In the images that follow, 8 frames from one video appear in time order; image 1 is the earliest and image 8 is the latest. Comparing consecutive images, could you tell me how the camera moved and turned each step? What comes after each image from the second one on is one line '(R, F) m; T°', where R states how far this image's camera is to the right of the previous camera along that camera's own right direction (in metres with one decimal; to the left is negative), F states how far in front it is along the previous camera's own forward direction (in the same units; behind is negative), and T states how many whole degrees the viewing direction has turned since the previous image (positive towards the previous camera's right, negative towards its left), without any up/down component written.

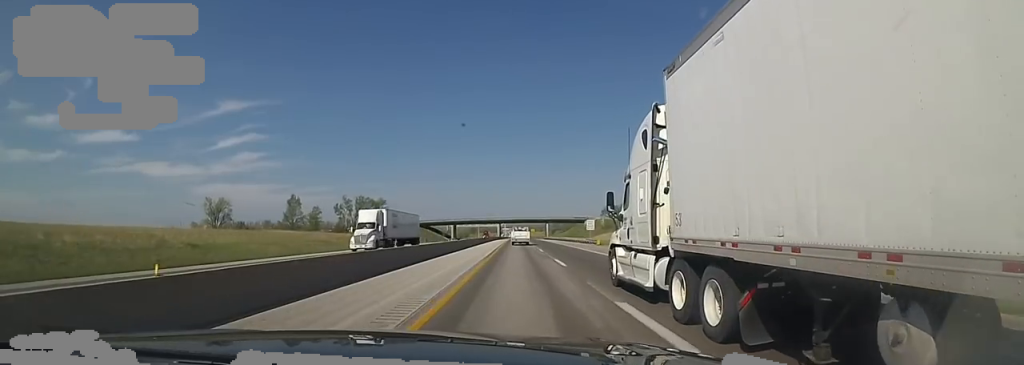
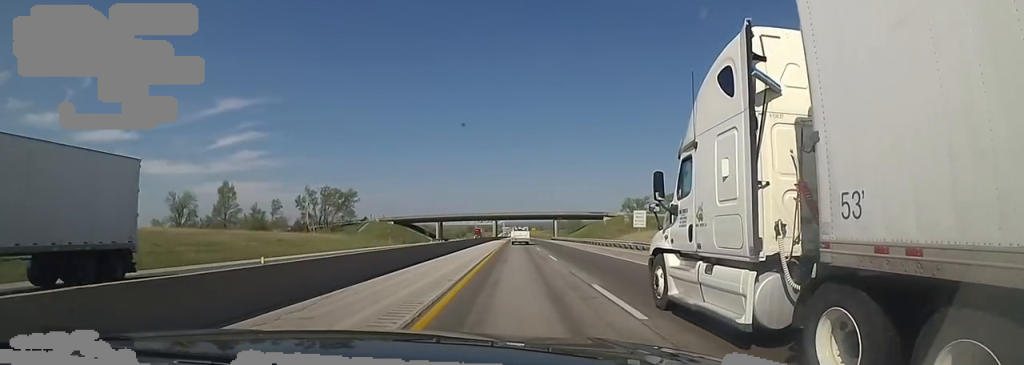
(-0.1, +27.6) m; +1°
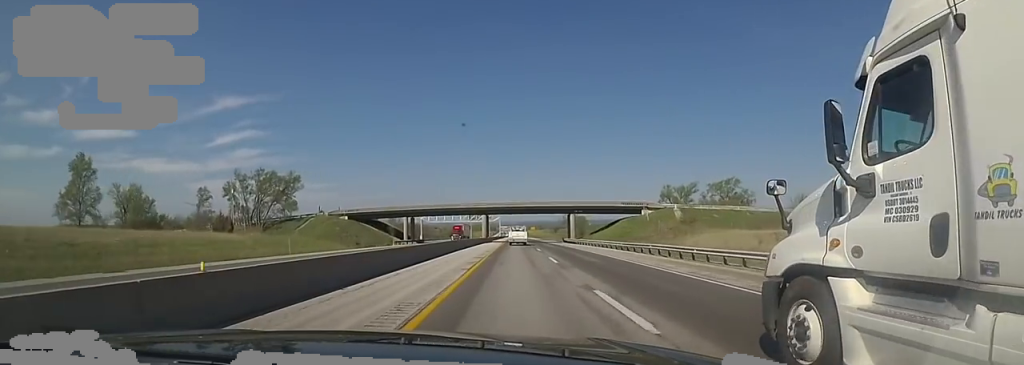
(+0.7, +32.4) m; +1°
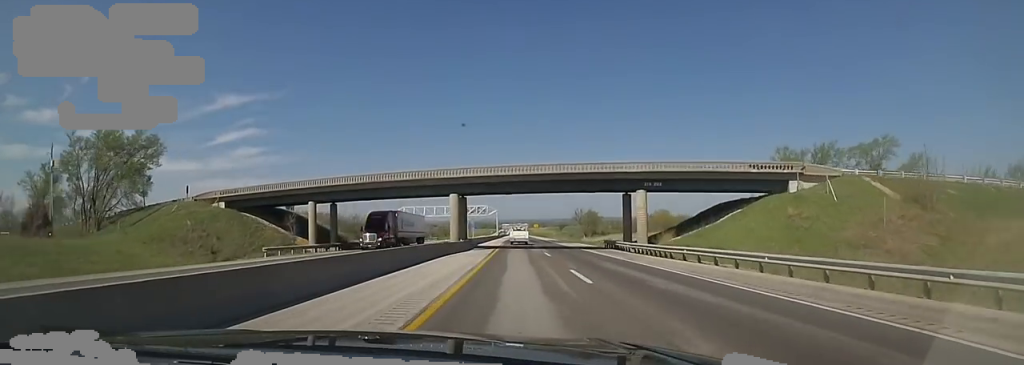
(+0.2, +39.4) m; 0°
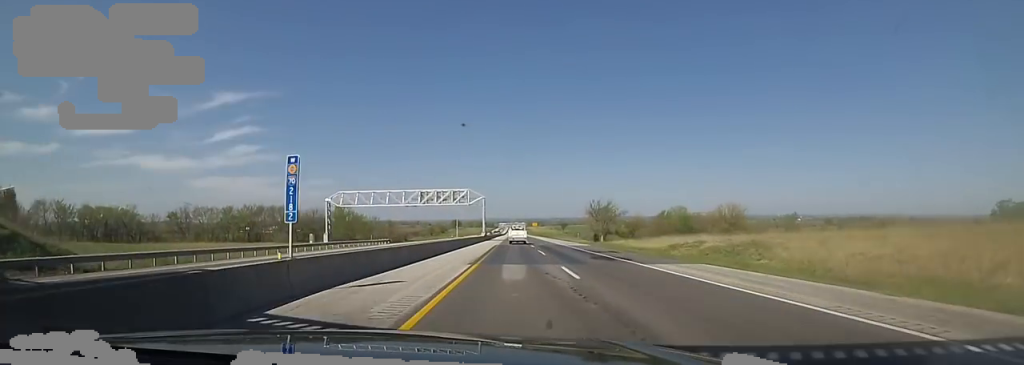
(-0.3, +45.2) m; 0°
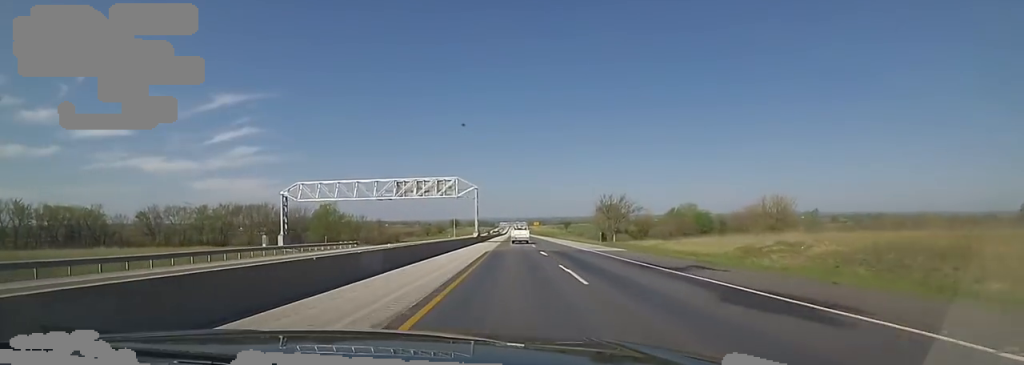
(-0.1, +16.7) m; 0°
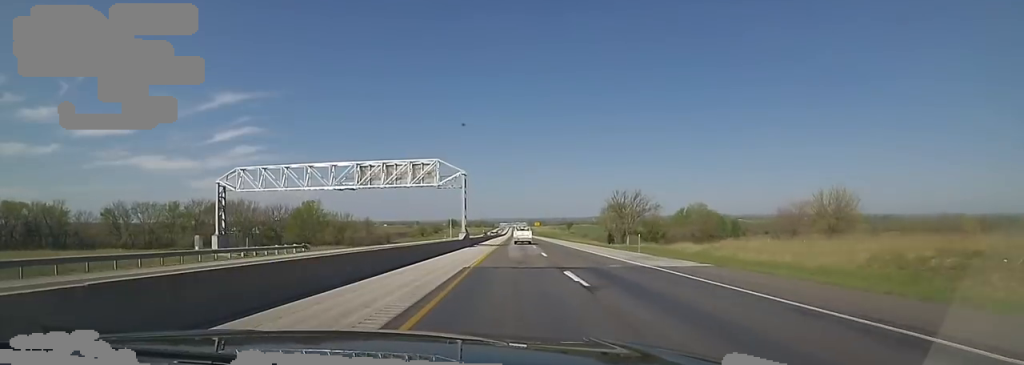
(+0.2, +15.6) m; -1°
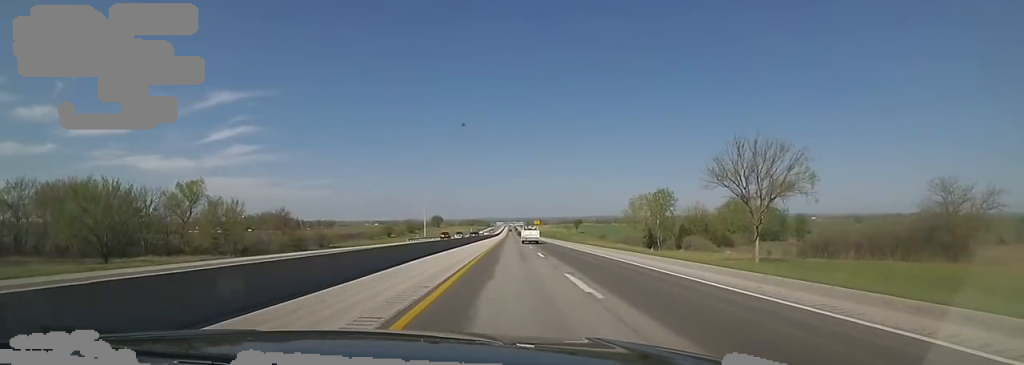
(-1.7, +63.9) m; -1°
